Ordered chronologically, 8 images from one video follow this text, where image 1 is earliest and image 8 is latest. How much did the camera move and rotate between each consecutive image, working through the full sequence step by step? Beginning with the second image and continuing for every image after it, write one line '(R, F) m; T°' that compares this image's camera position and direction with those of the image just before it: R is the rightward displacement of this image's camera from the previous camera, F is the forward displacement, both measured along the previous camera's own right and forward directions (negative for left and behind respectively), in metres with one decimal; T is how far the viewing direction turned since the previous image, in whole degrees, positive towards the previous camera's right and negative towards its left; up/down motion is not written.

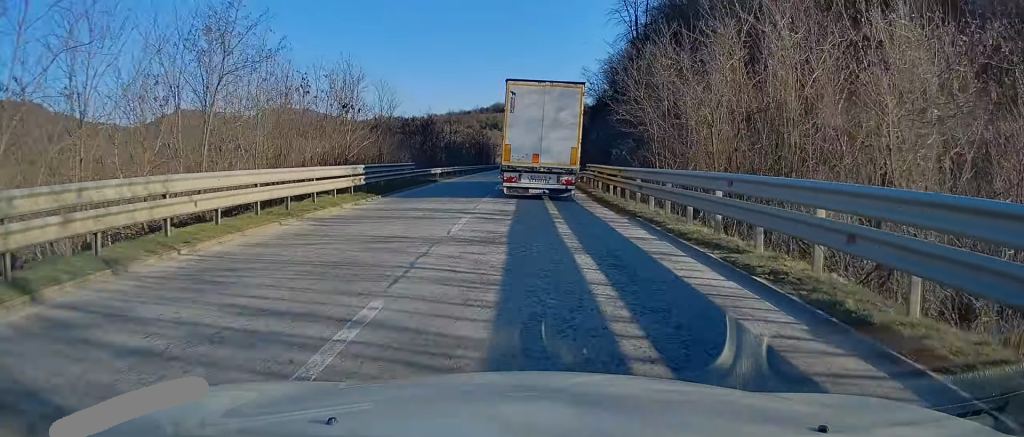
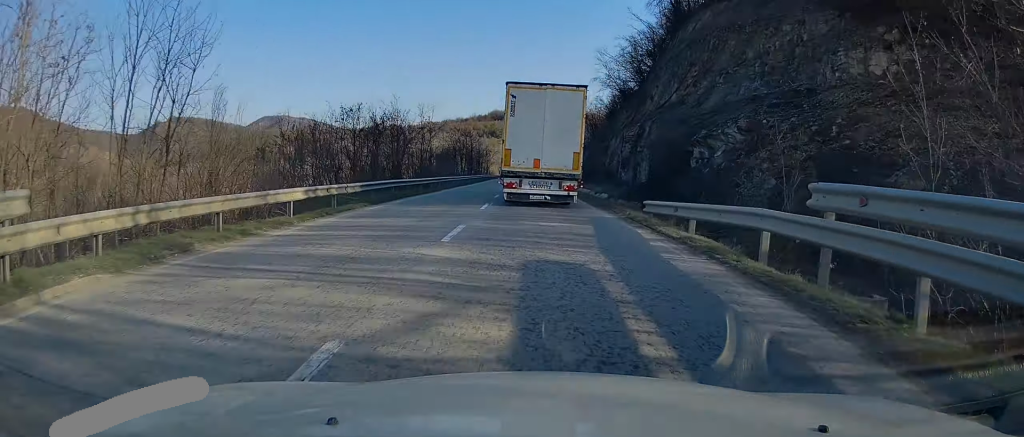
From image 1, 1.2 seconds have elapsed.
(+0.2, +27.8) m; 0°
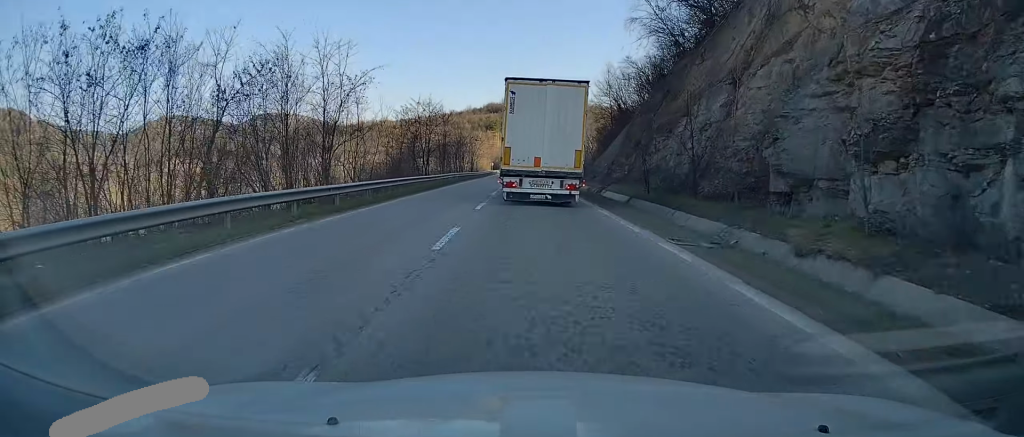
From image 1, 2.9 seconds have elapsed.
(0.0, +36.5) m; 0°
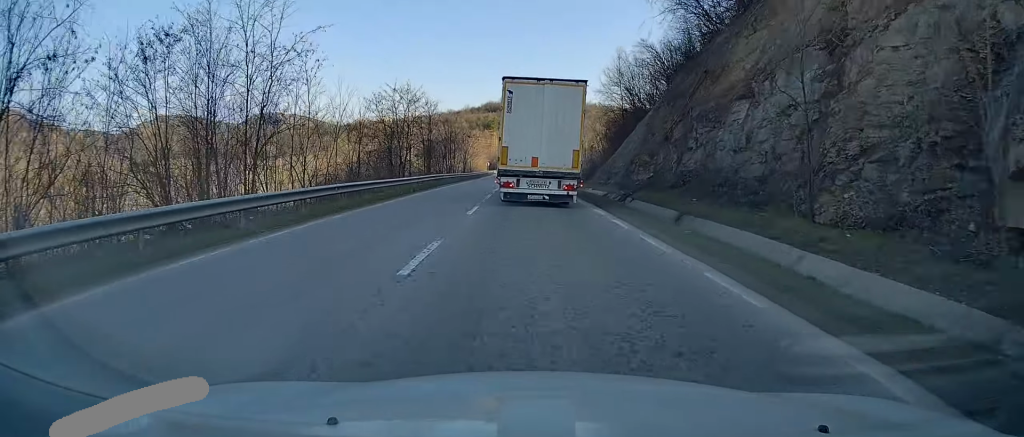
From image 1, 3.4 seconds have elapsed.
(+0.2, +11.2) m; 0°
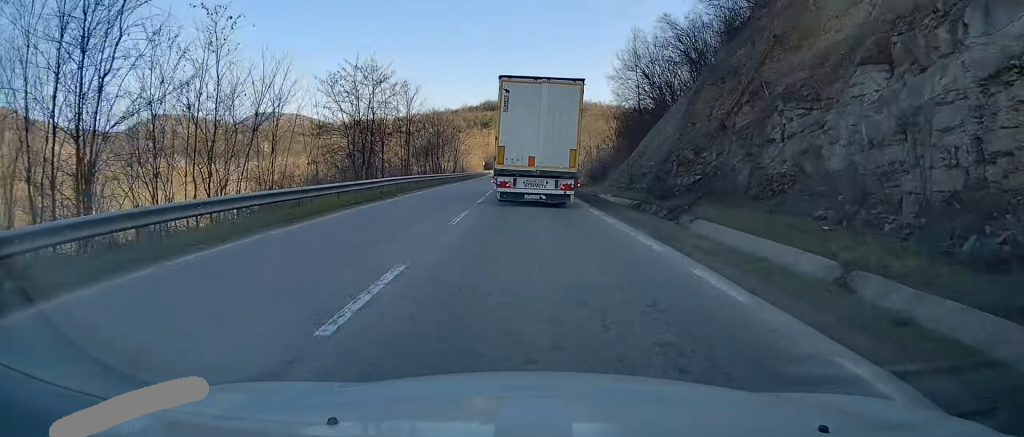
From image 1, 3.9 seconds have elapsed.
(-0.1, +11.9) m; 0°
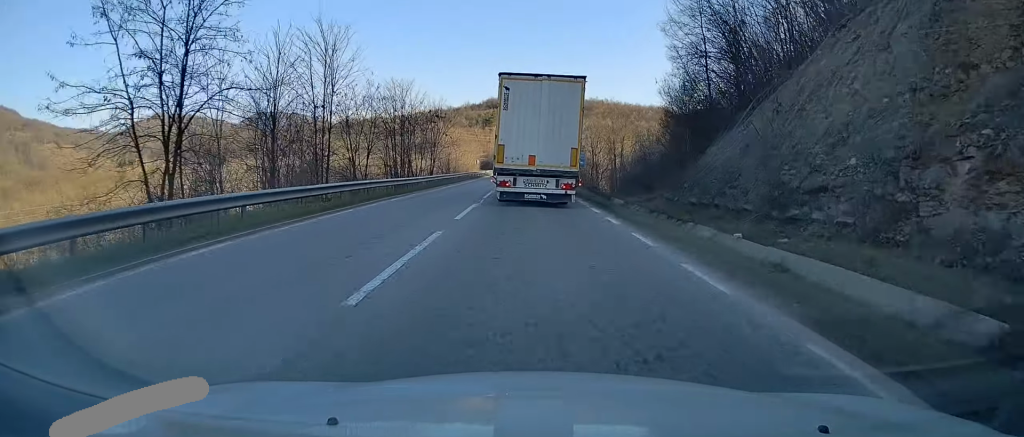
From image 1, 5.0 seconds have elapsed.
(-0.2, +23.8) m; 0°
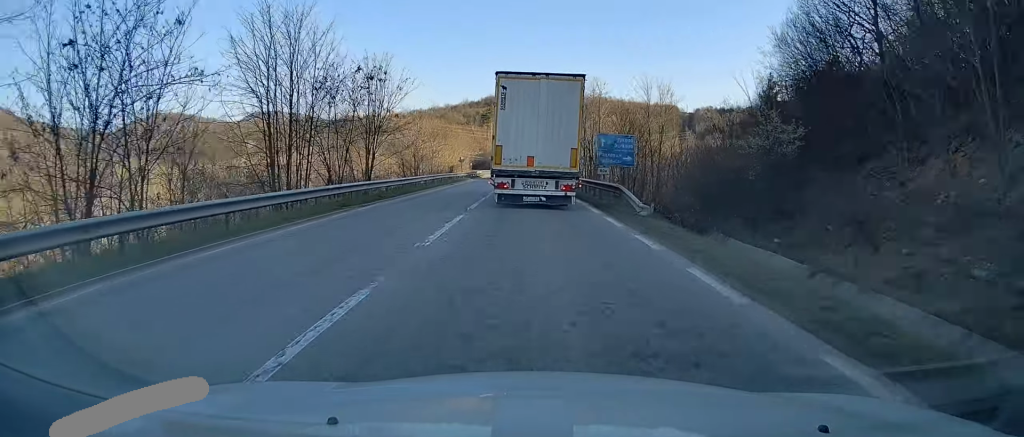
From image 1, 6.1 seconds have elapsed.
(+0.1, +24.5) m; +1°
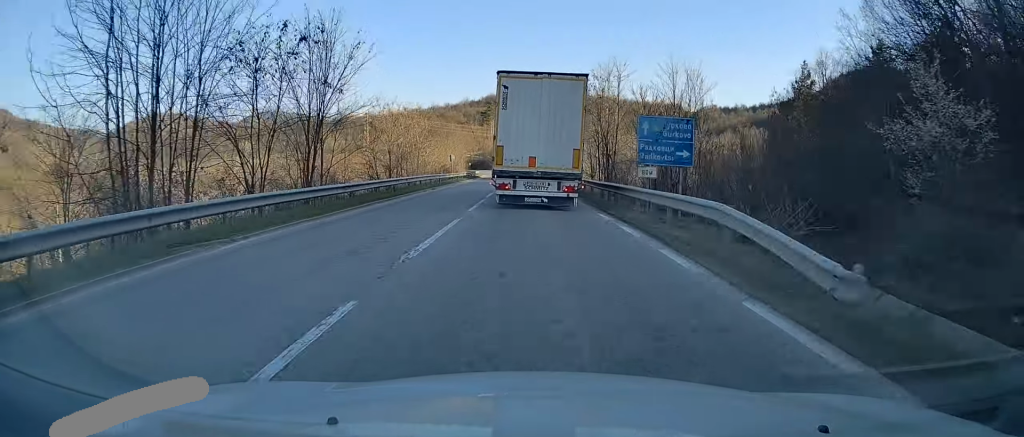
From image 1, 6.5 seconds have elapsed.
(0.0, +10.3) m; 0°
